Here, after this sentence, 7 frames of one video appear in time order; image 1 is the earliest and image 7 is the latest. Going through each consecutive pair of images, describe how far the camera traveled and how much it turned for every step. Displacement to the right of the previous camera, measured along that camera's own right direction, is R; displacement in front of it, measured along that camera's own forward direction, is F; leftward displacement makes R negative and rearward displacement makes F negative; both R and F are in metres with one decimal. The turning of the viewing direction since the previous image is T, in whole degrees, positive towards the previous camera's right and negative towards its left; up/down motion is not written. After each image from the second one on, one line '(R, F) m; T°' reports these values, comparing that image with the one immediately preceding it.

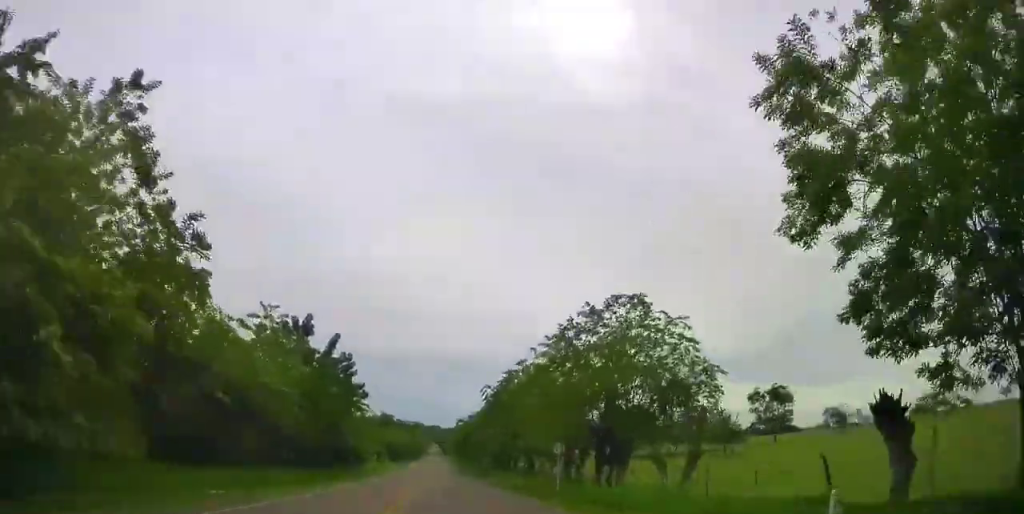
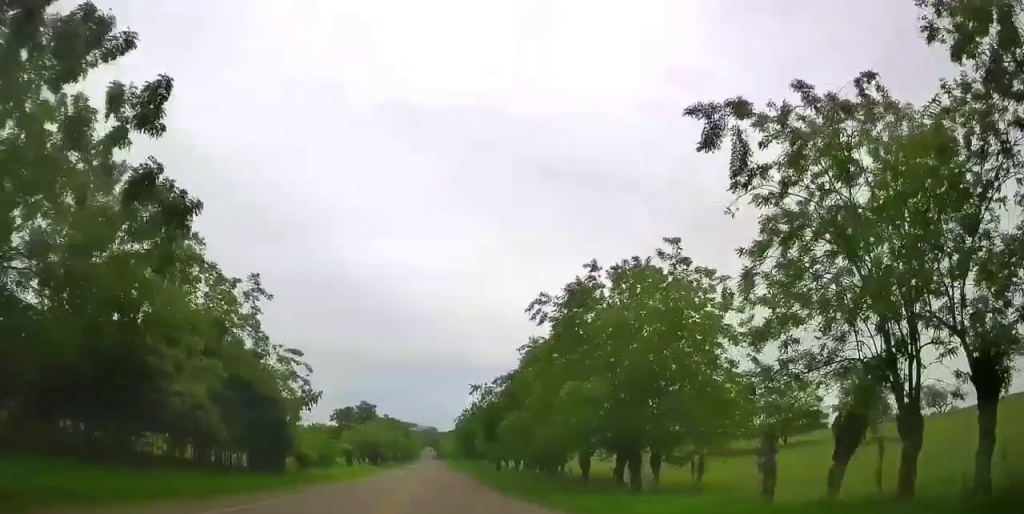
(-2.8, +32.6) m; -5°
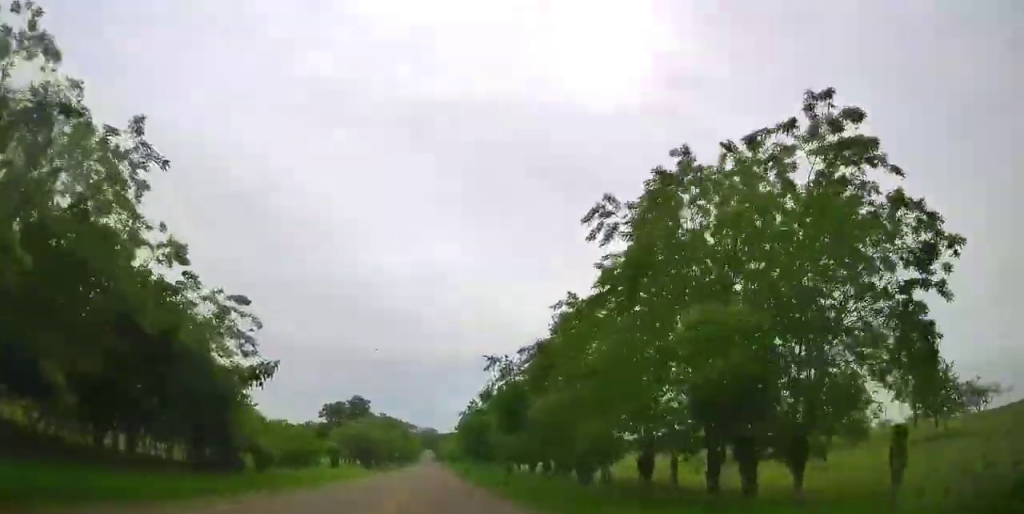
(-0.1, +10.8) m; 0°
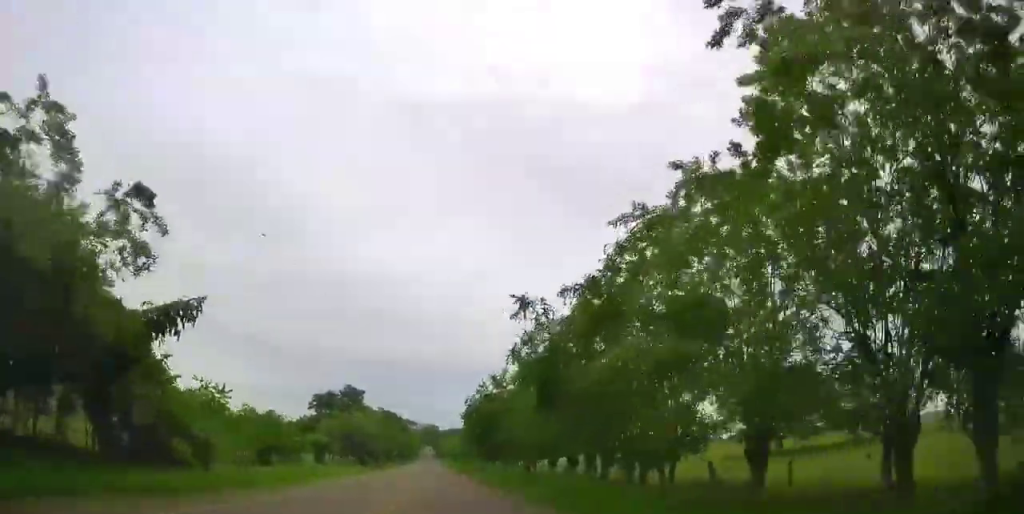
(-0.3, +9.2) m; 0°
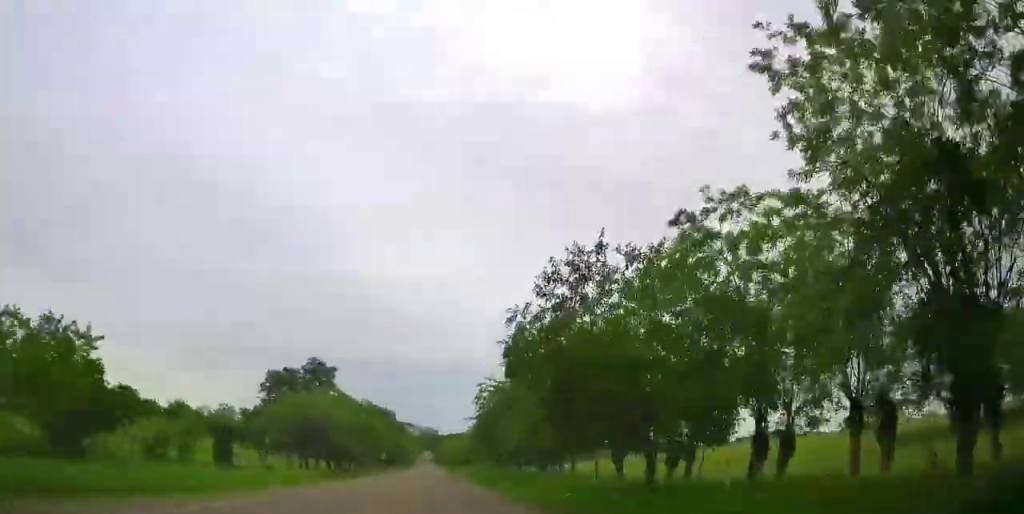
(+0.4, +25.7) m; +1°
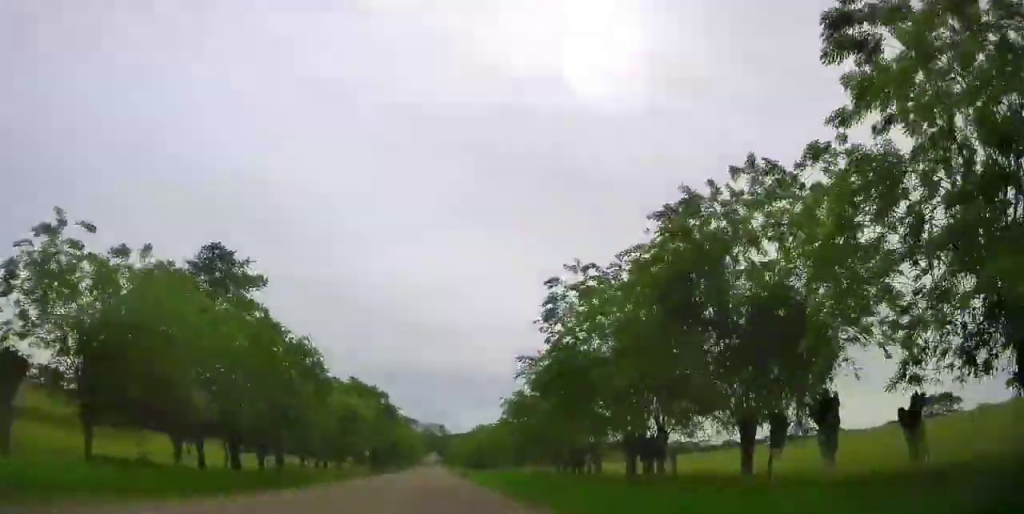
(-0.6, +32.3) m; -1°
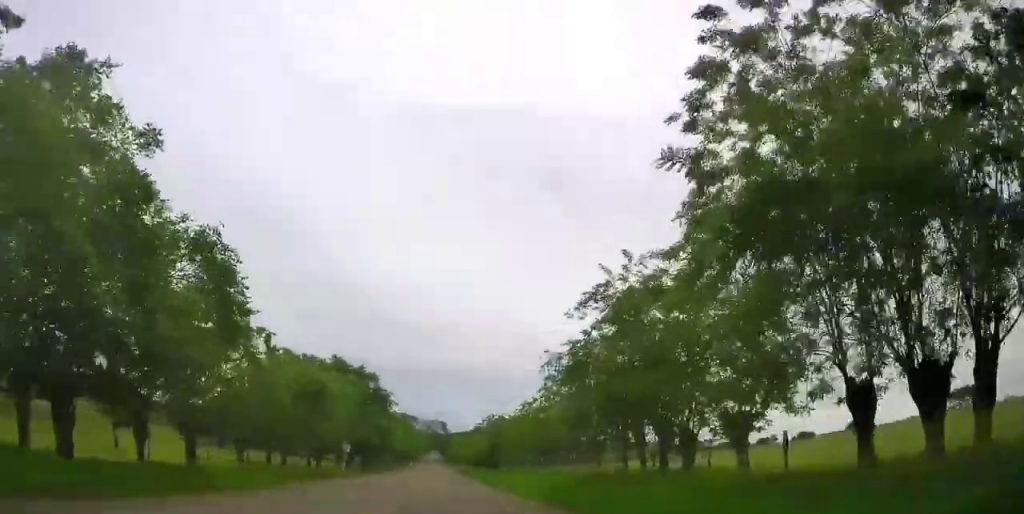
(0.0, +16.7) m; +1°
